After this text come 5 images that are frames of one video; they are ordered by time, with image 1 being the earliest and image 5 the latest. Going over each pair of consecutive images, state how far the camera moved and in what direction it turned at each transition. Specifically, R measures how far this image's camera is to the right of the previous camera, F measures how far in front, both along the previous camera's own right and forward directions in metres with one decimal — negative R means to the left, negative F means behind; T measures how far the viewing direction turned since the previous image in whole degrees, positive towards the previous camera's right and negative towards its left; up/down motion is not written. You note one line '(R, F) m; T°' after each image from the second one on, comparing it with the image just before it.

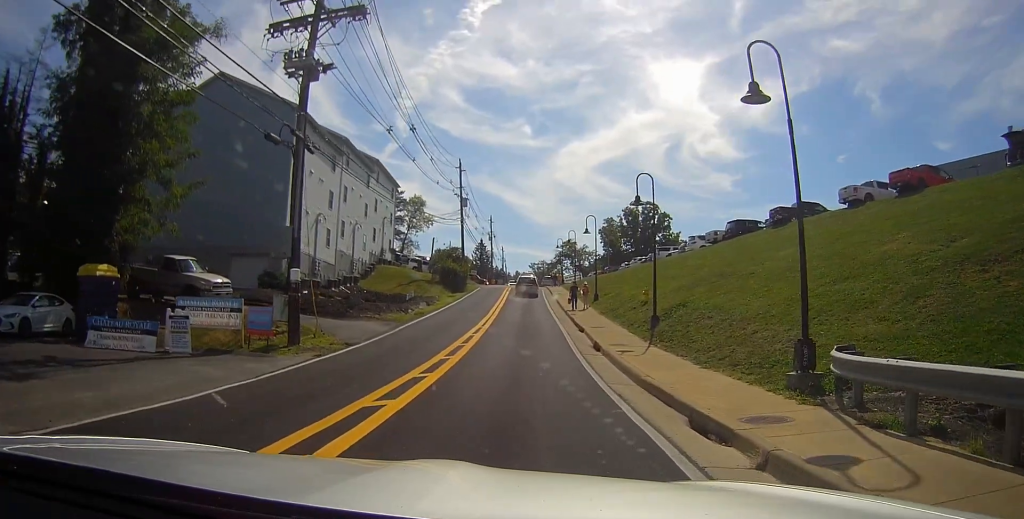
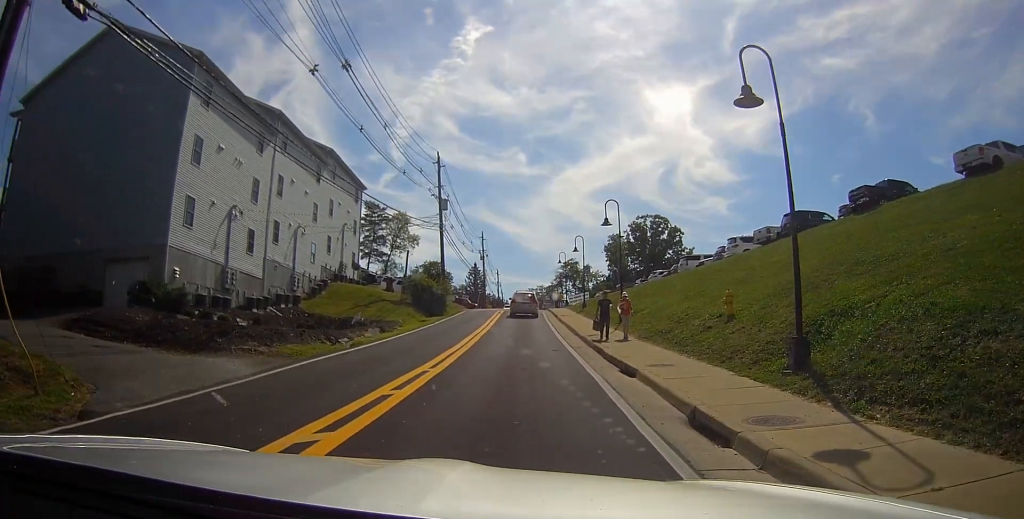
(+0.1, +13.0) m; -1°
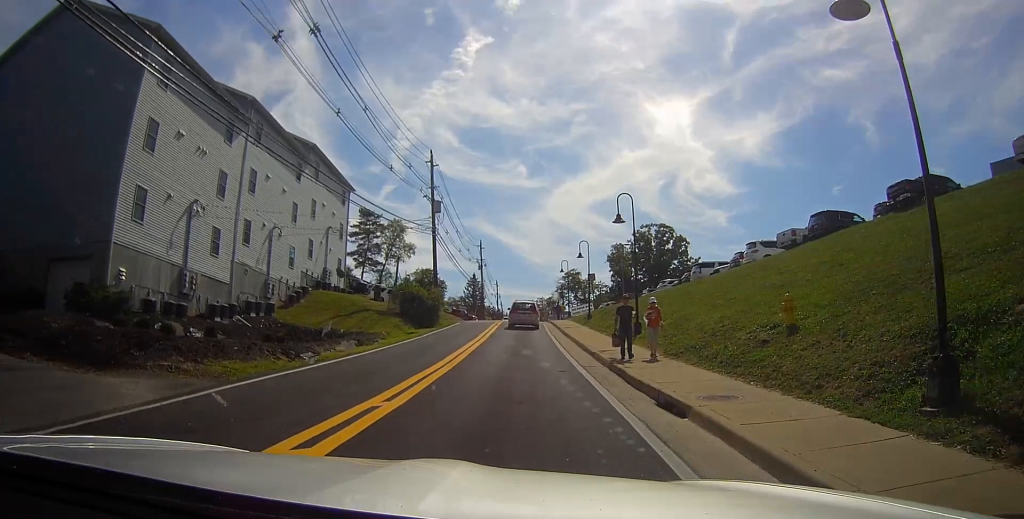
(0.0, +4.0) m; 0°
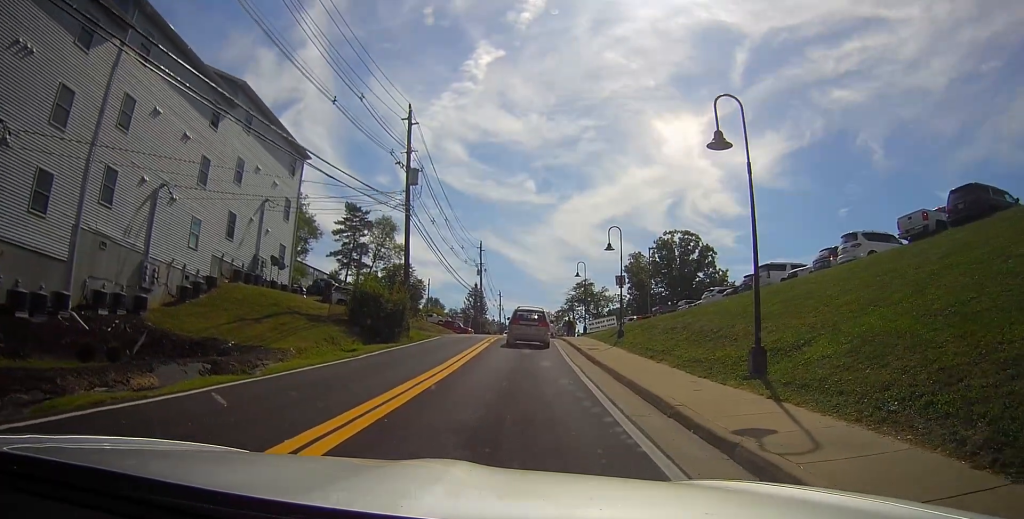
(+0.4, +13.3) m; +1°
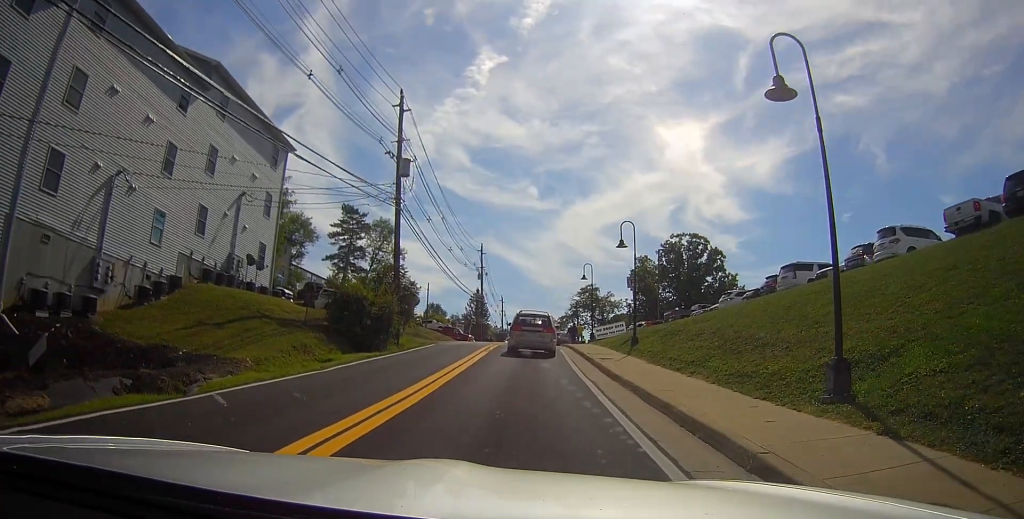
(0.0, +3.4) m; -2°
